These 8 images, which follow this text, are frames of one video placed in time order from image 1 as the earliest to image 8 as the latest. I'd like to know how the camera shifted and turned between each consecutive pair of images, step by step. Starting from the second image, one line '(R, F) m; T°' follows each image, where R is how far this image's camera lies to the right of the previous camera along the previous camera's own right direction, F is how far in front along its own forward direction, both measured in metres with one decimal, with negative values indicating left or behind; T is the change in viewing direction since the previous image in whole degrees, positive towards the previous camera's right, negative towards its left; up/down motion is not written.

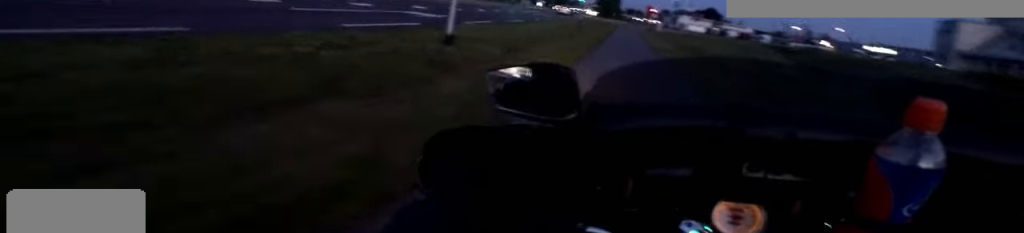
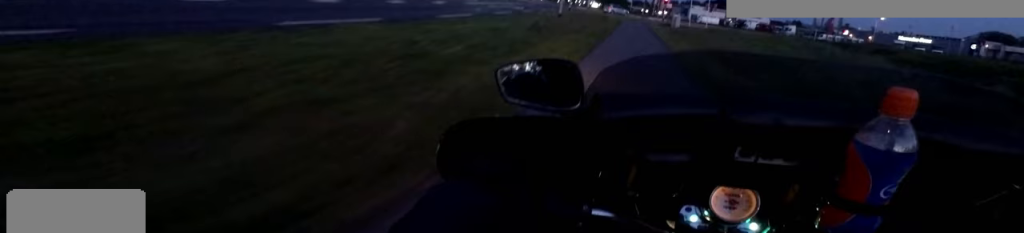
(0.0, +13.5) m; 0°
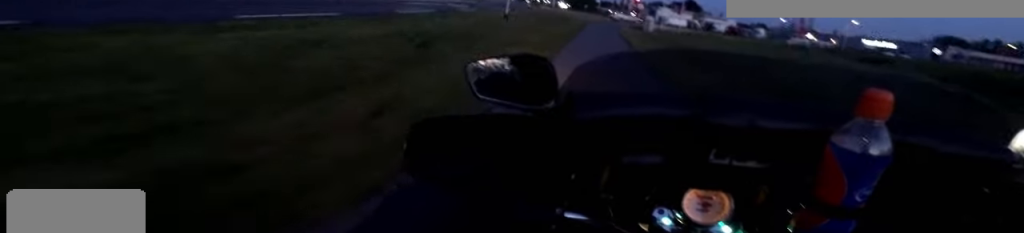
(0.0, +5.8) m; +1°
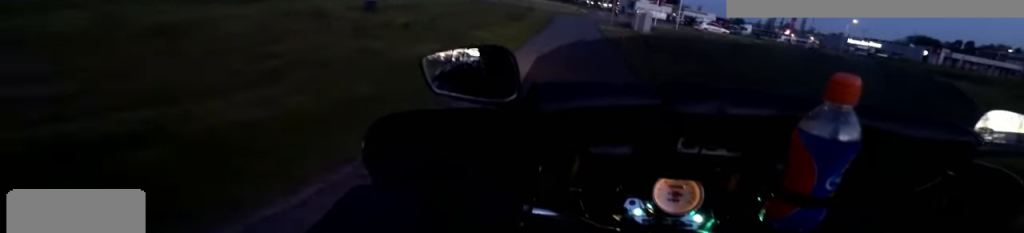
(+0.2, +9.5) m; +1°
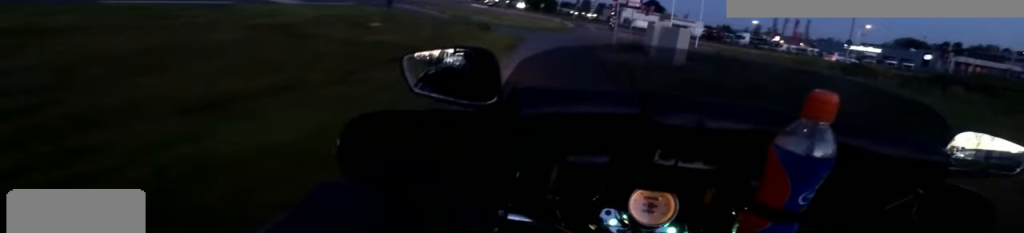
(-0.1, +8.6) m; 0°
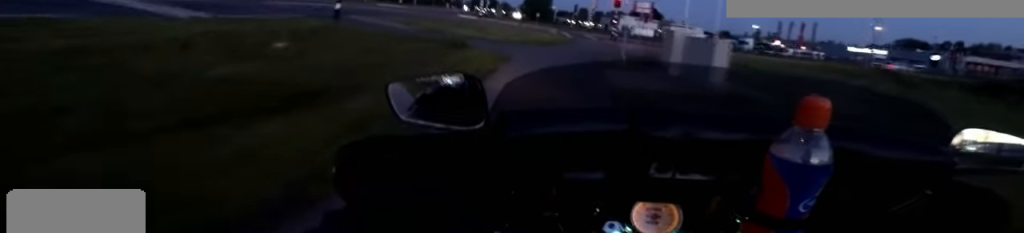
(-0.1, +3.0) m; 0°
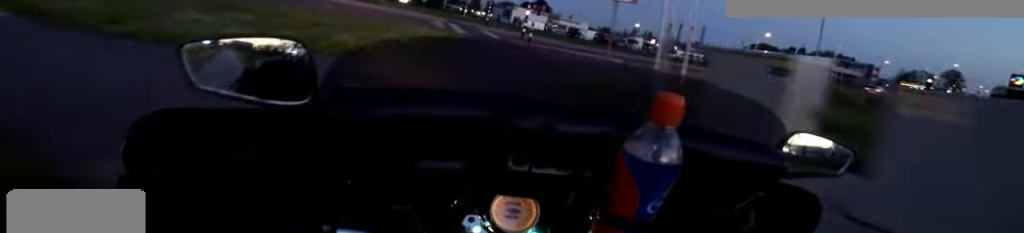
(+0.1, +8.4) m; -2°
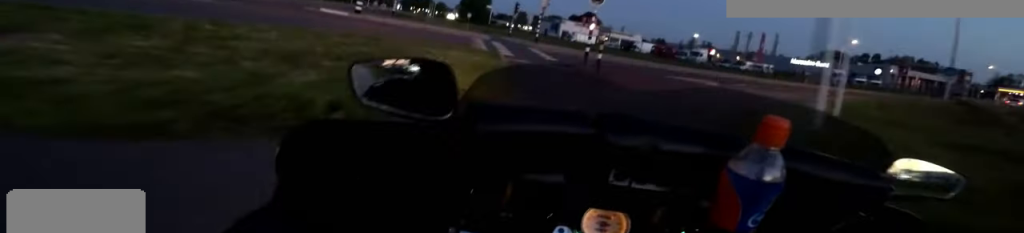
(-0.3, +3.7) m; 0°
